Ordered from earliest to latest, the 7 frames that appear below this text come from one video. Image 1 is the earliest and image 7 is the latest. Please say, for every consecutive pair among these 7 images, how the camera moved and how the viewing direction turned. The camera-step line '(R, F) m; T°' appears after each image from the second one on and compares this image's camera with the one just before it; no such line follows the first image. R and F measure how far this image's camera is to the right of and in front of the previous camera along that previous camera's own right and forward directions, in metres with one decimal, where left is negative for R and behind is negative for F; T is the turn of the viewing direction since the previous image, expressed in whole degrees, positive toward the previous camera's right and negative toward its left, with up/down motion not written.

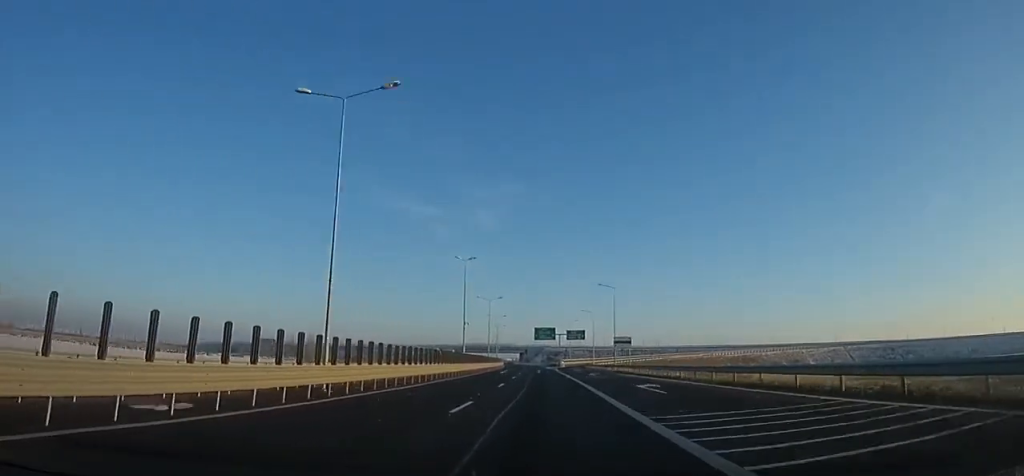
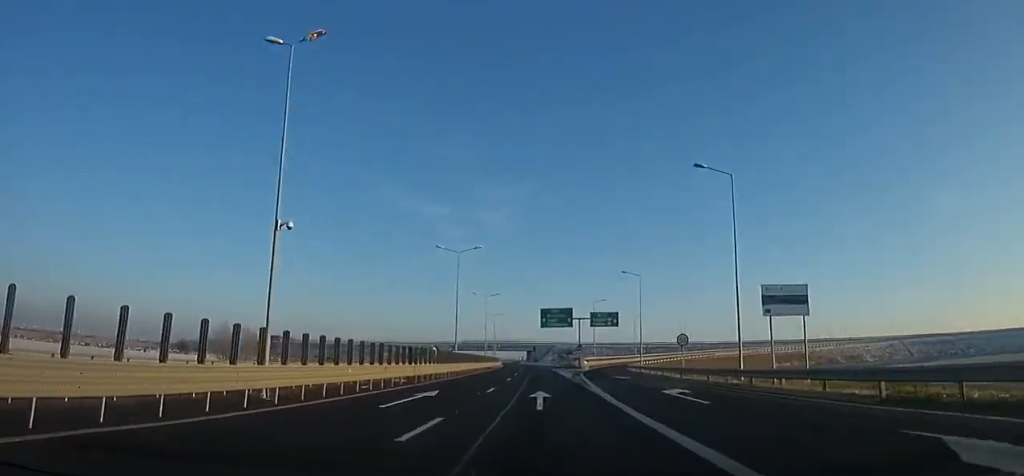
(+0.3, +39.5) m; -1°
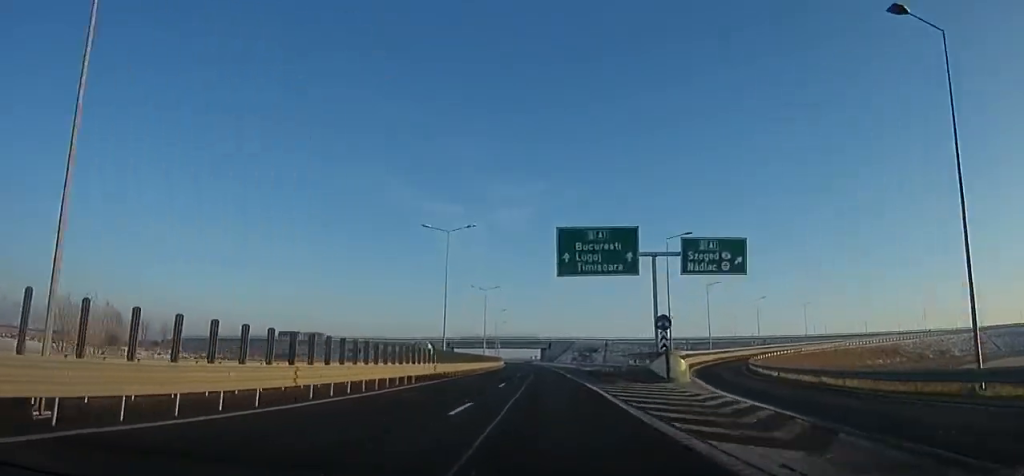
(-1.3, +43.2) m; -3°
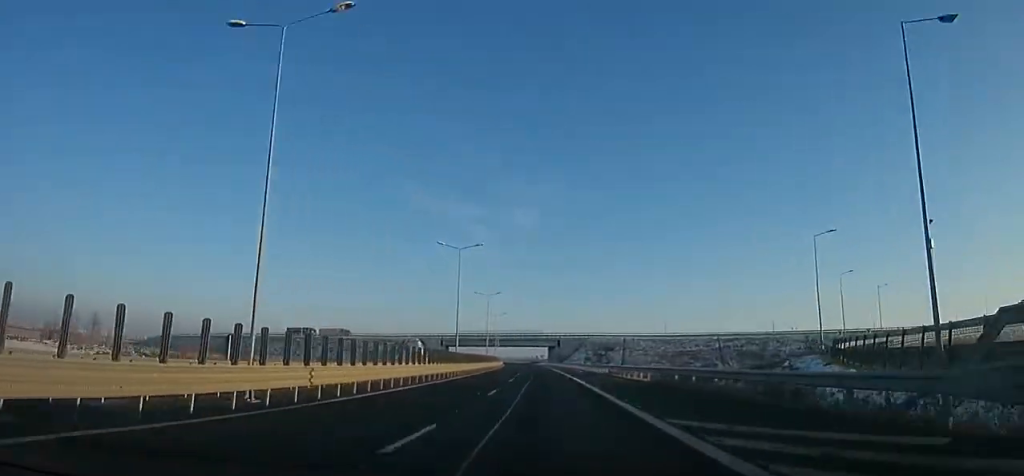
(-0.4, +28.2) m; -2°
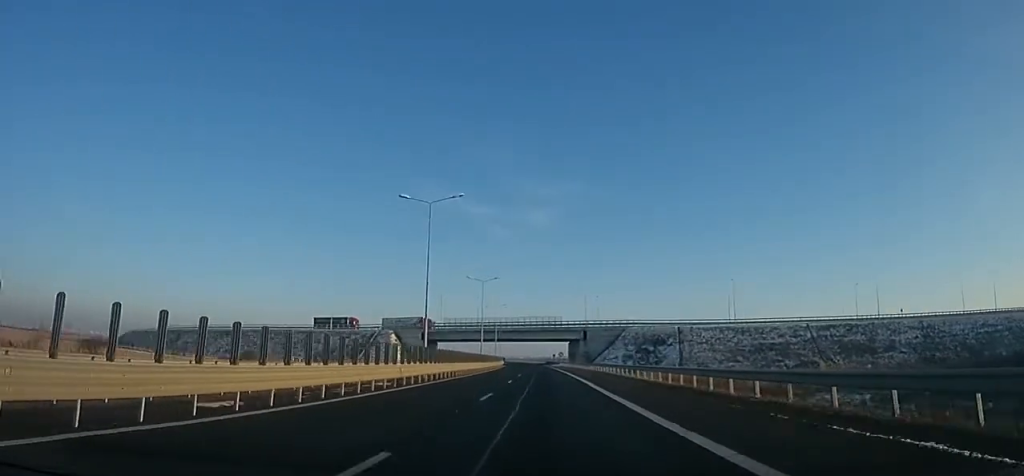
(-1.3, +49.8) m; -2°
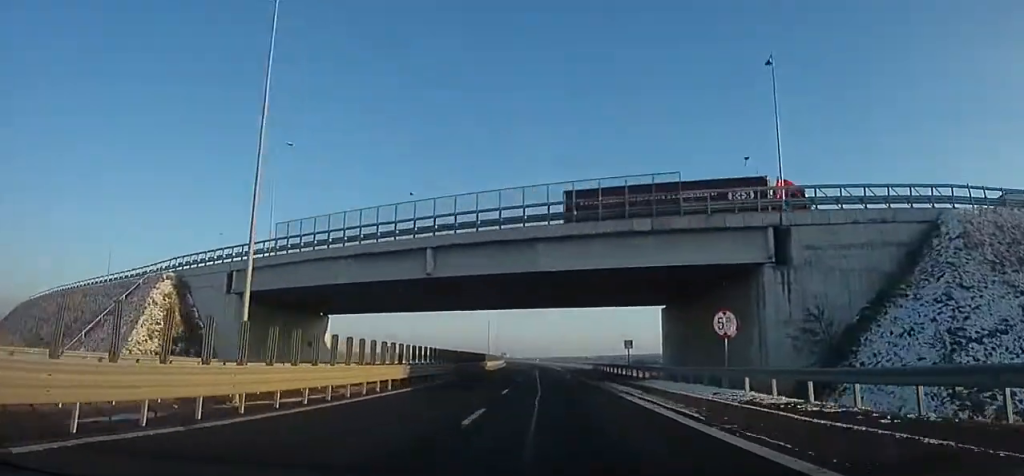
(-2.5, +92.0) m; -3°
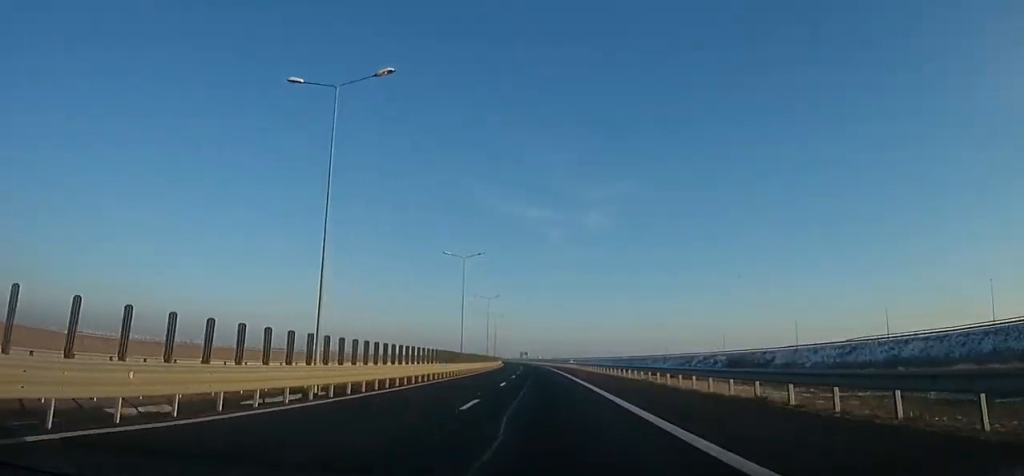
(-0.9, +99.2) m; -2°
